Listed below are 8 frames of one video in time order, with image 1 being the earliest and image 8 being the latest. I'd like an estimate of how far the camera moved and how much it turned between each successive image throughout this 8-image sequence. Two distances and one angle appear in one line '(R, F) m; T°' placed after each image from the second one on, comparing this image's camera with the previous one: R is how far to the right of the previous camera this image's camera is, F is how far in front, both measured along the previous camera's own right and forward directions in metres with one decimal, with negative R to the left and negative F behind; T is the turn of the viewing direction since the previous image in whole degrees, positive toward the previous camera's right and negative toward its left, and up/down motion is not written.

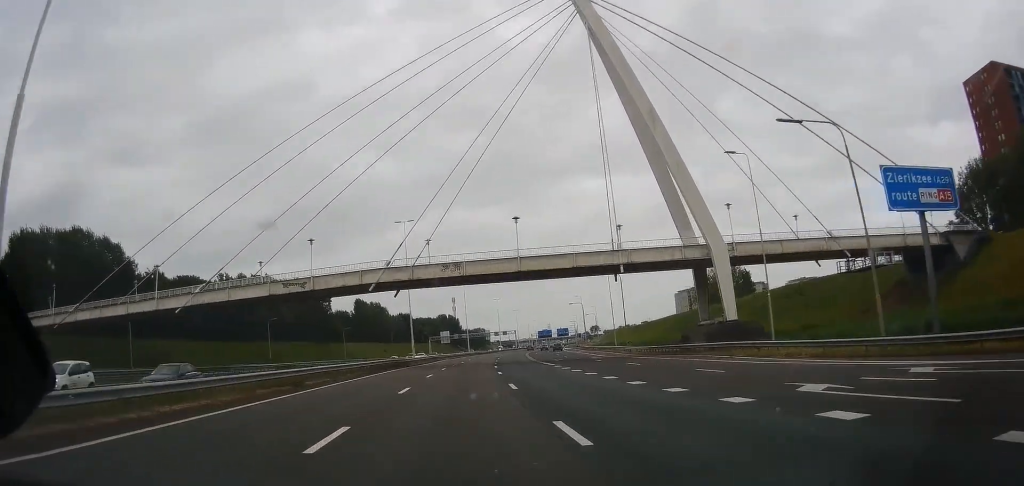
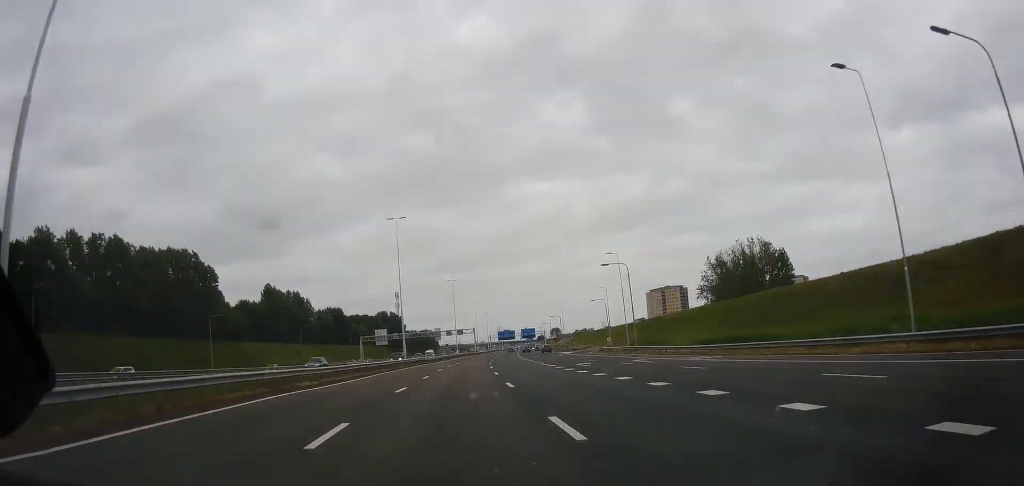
(+3.8, +71.0) m; +5°
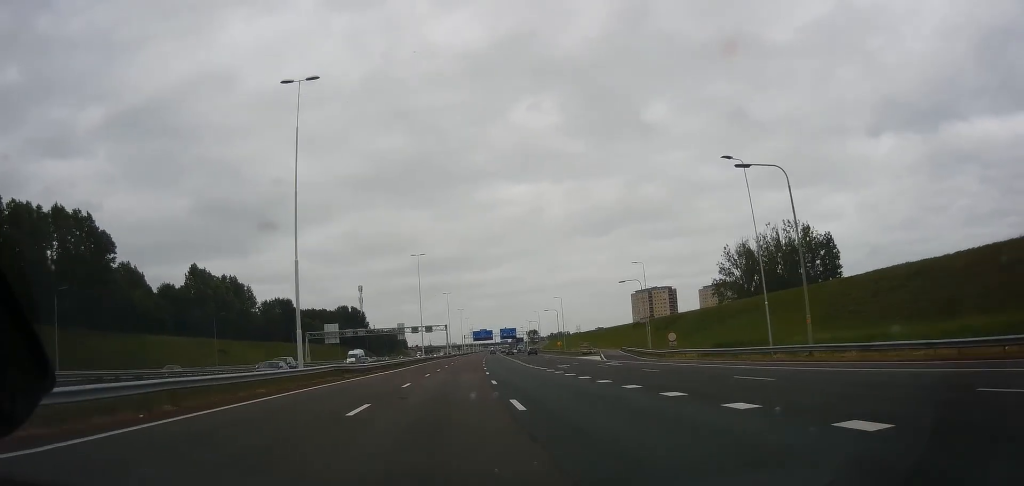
(+0.9, +42.9) m; +1°
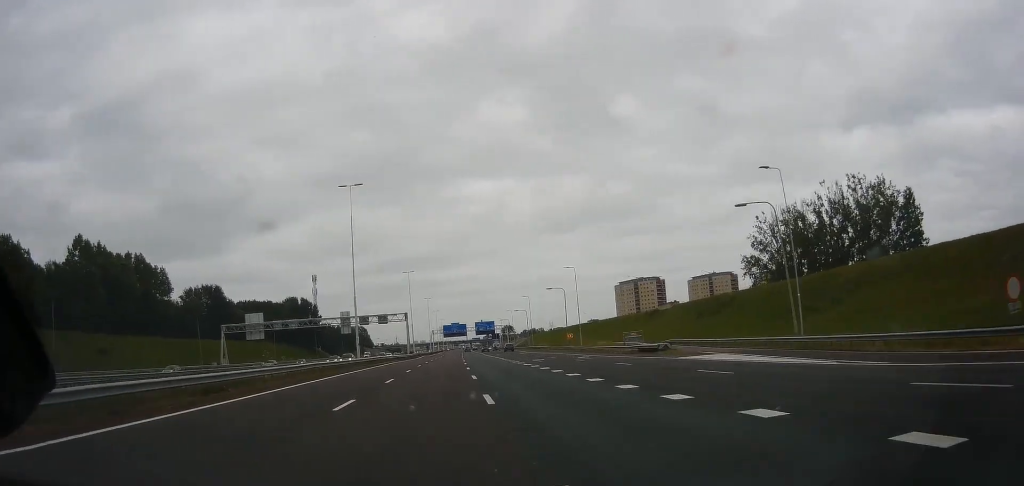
(0.0, +46.5) m; +1°
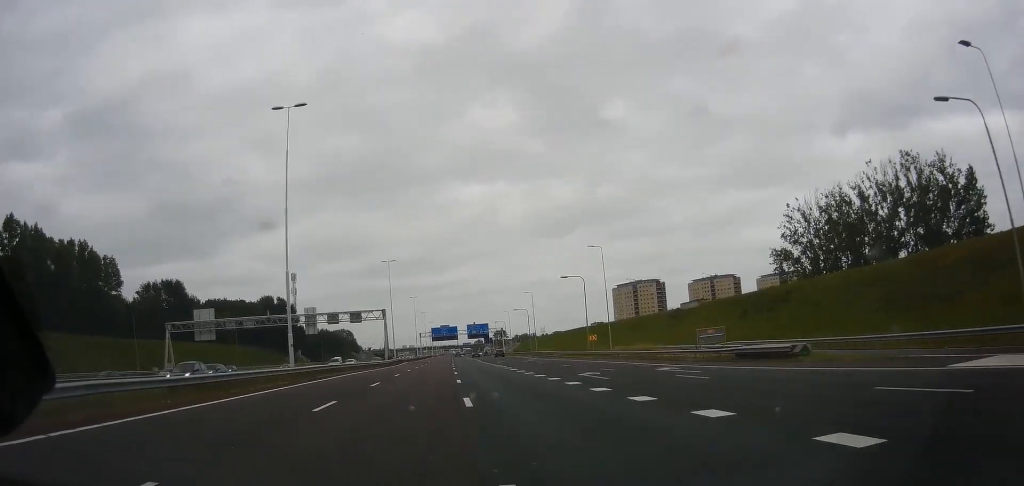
(-0.3, +24.2) m; +1°
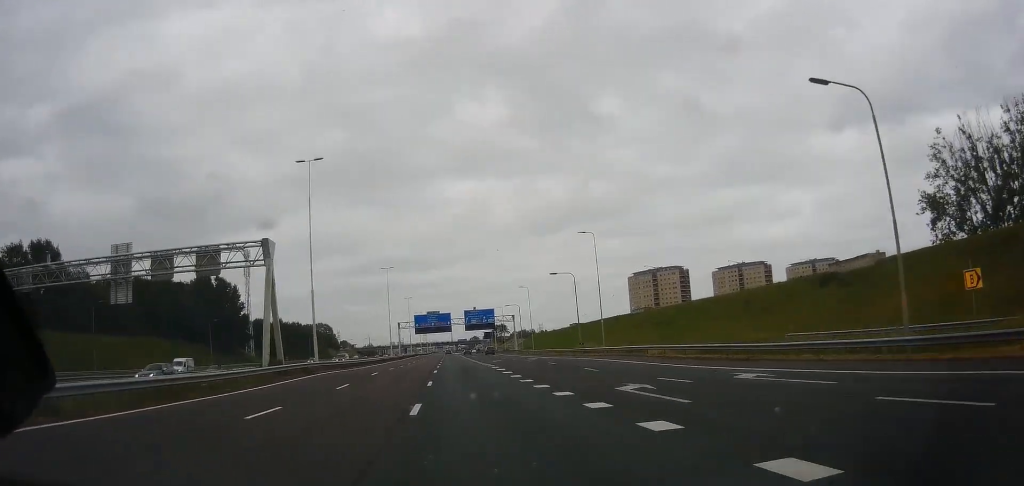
(+2.4, +61.4) m; +3°
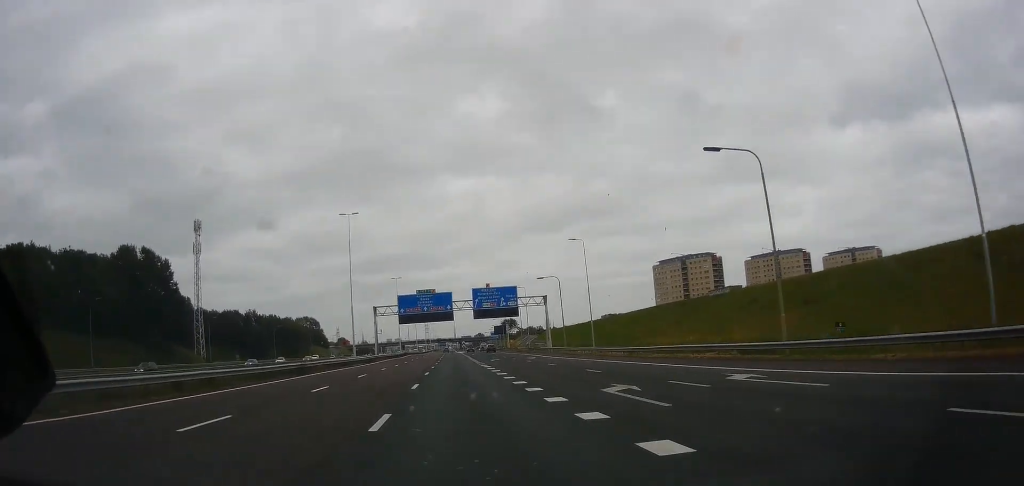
(+0.7, +50.5) m; +1°
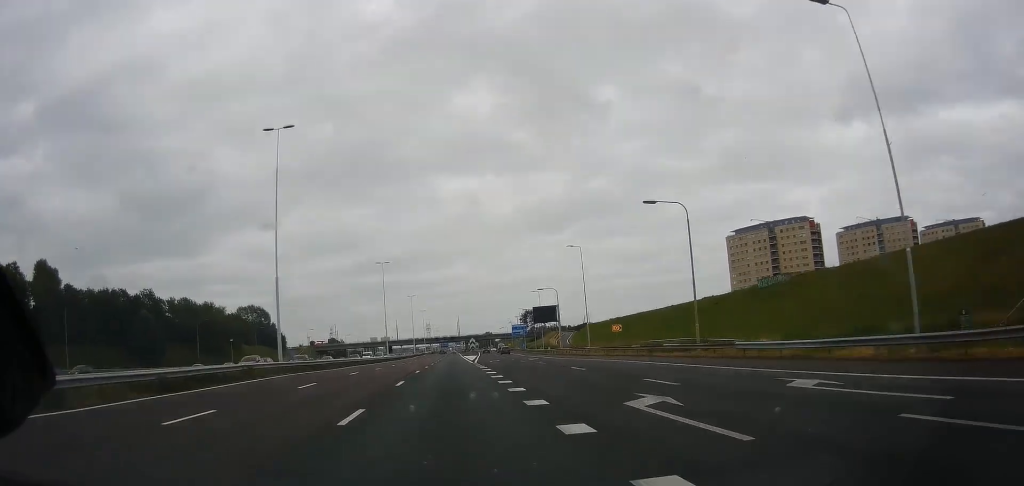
(-0.1, +106.6) m; 0°
